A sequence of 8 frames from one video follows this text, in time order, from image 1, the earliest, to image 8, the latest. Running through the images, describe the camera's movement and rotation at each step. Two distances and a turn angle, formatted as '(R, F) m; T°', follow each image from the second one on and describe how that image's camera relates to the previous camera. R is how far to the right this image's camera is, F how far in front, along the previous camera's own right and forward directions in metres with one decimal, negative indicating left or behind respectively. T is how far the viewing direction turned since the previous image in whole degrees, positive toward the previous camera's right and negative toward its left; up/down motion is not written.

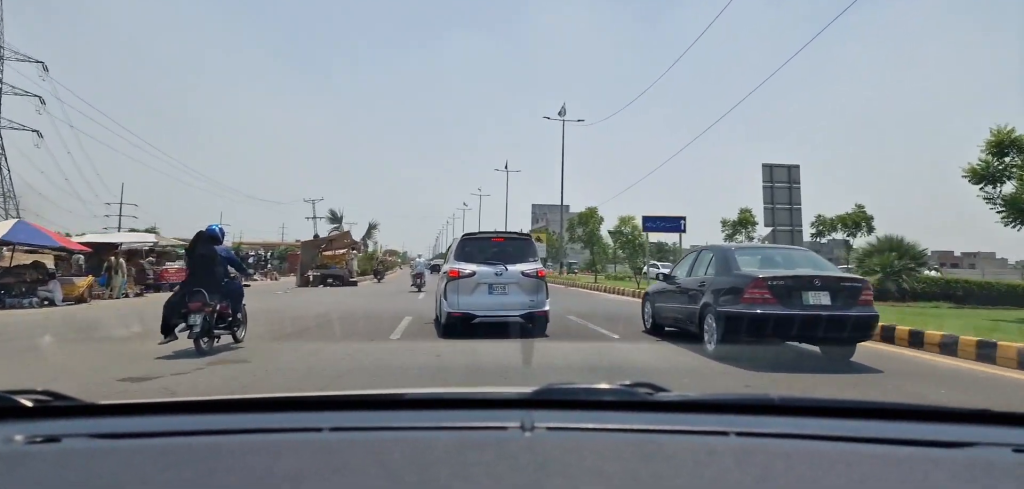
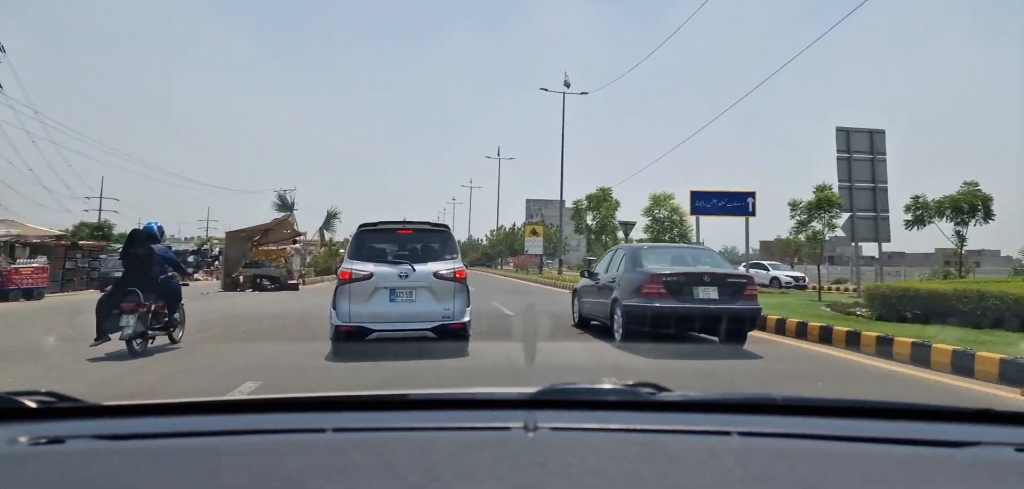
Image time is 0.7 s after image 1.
(+0.4, +7.8) m; +1°
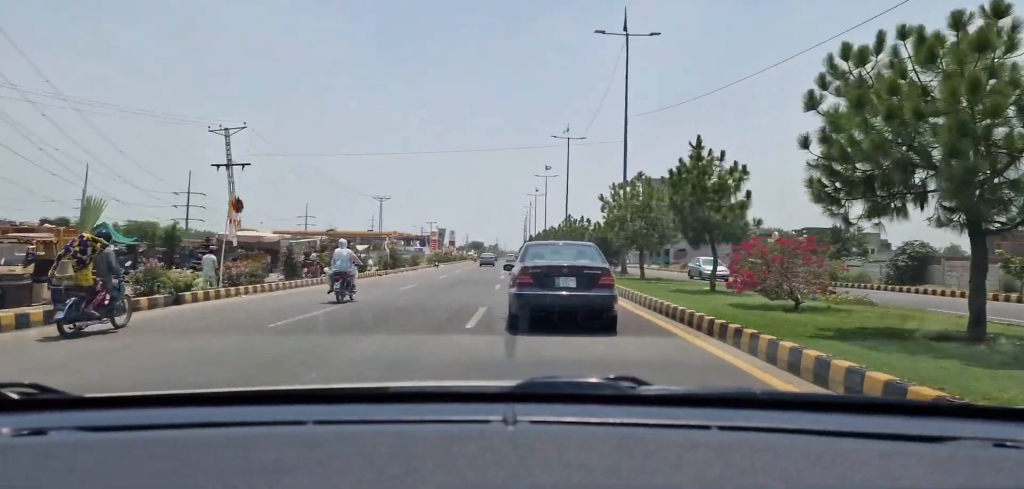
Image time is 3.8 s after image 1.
(-3.5, +40.4) m; -11°
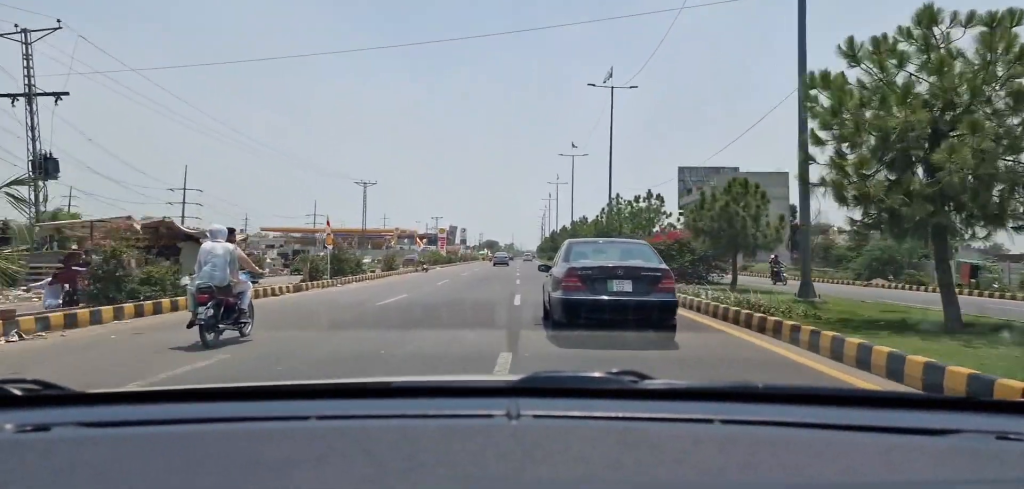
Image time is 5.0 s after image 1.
(-0.7, +19.9) m; -1°
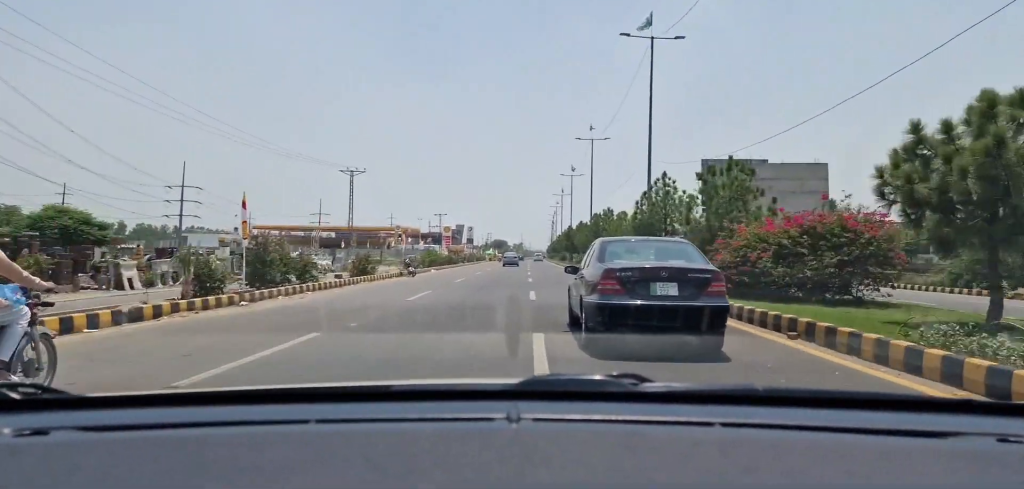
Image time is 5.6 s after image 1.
(+0.1, +9.9) m; 0°
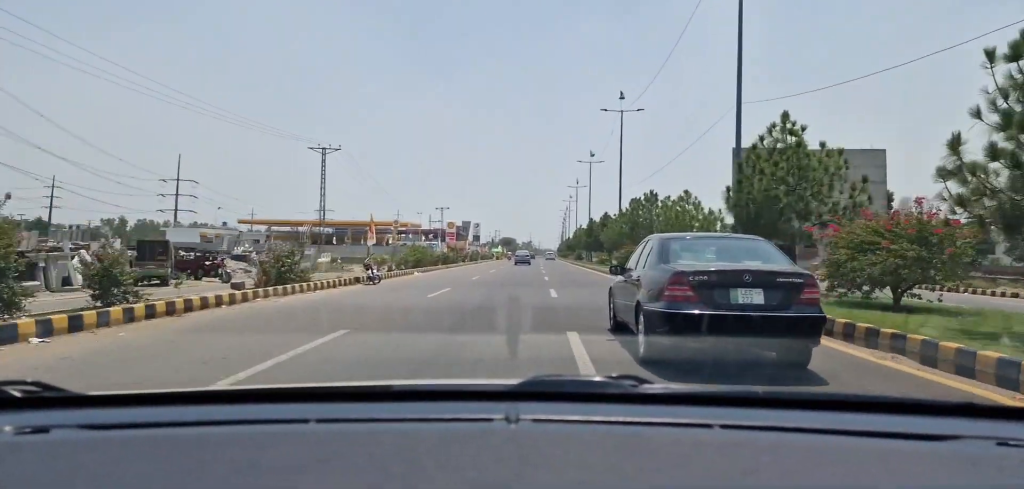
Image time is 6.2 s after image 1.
(+0.4, +12.3) m; -1°
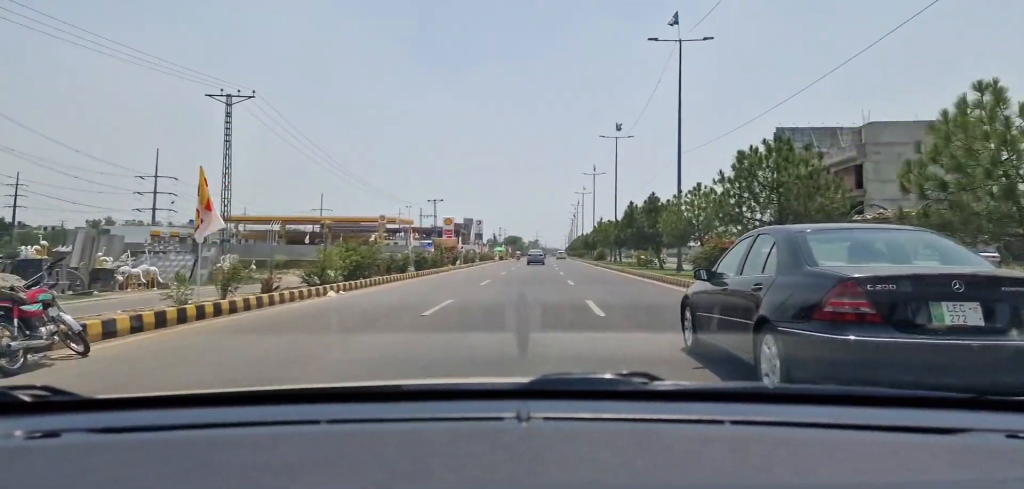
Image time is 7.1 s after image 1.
(-0.8, +17.9) m; -2°
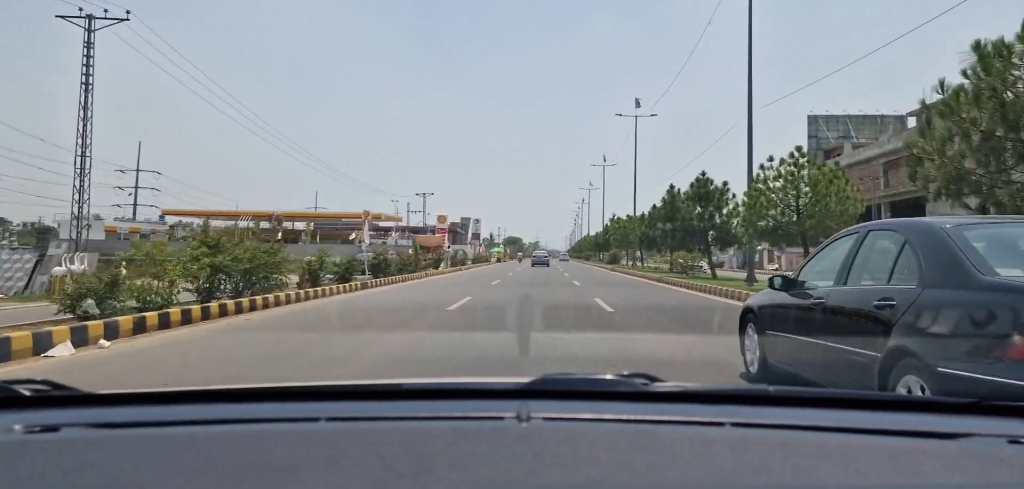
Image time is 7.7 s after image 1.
(0.0, +10.6) m; +1°
